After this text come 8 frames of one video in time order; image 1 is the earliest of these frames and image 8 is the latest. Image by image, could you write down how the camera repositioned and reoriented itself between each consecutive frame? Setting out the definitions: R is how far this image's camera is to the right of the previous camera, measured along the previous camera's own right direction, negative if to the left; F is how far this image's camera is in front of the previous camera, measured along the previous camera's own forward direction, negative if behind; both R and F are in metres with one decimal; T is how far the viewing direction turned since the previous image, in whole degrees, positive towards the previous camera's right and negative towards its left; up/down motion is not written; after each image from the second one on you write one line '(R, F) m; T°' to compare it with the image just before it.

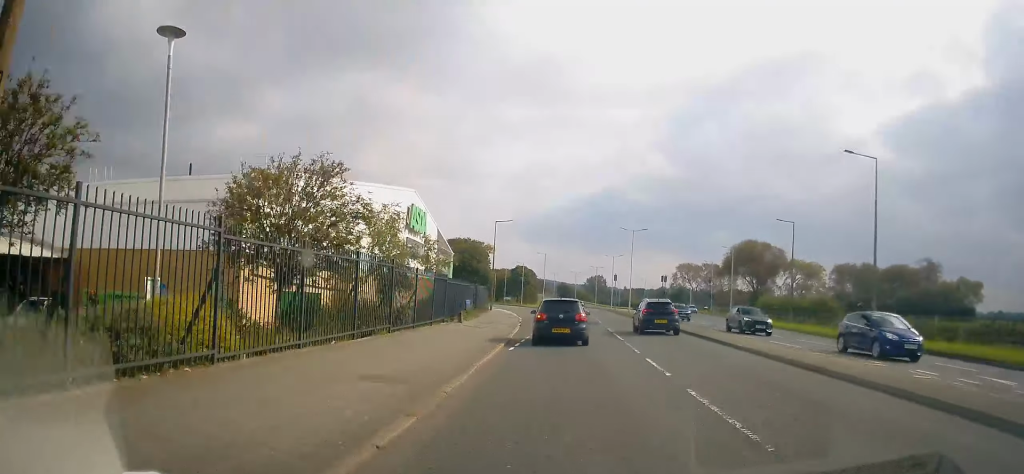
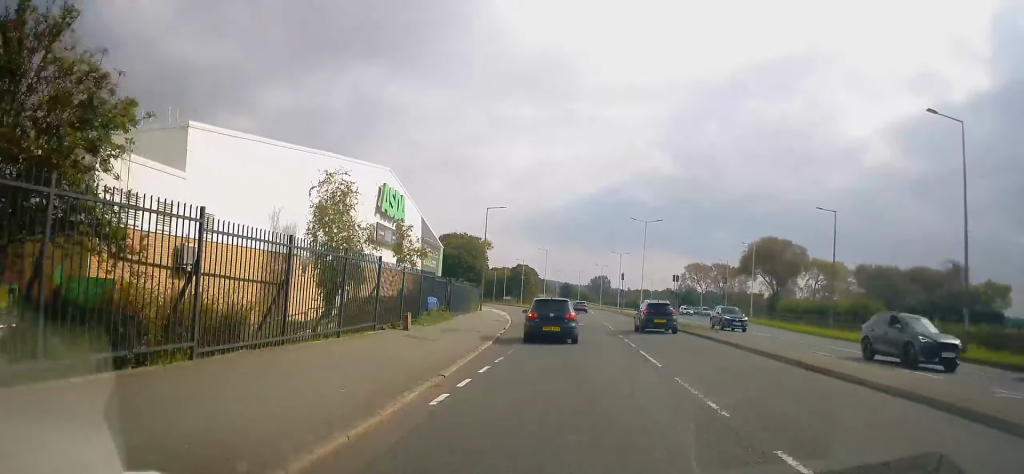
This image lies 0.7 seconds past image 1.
(0.0, +9.3) m; +1°
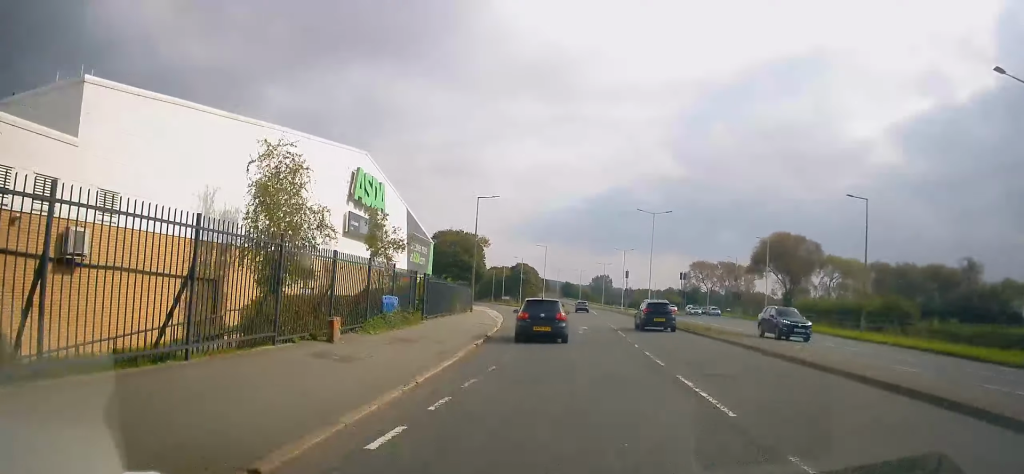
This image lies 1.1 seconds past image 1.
(-0.1, +5.8) m; +1°
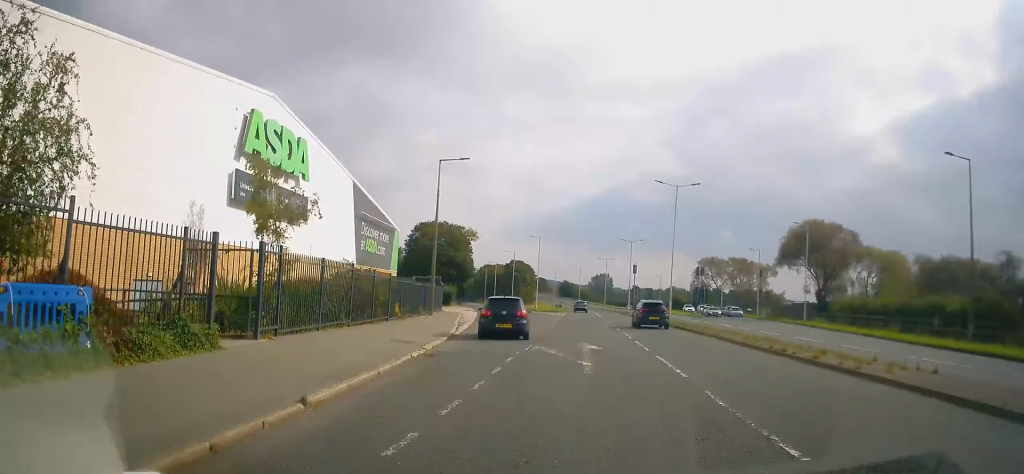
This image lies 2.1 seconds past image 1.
(+0.4, +13.8) m; 0°
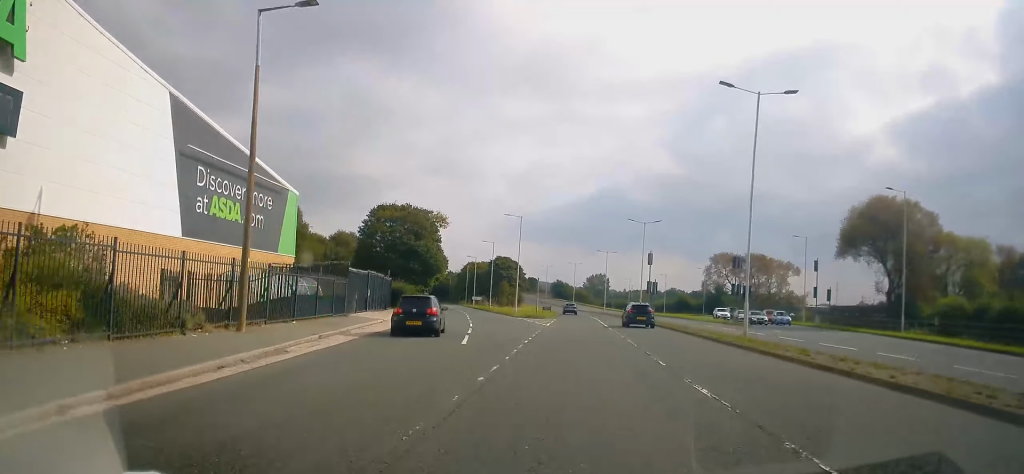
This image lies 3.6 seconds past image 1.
(-0.8, +21.1) m; -2°
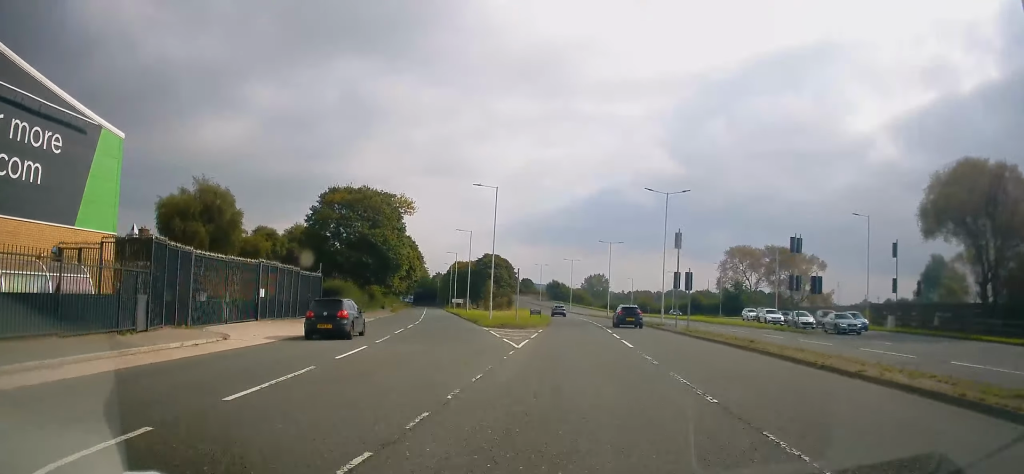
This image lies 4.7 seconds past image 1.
(+0.2, +17.0) m; +2°
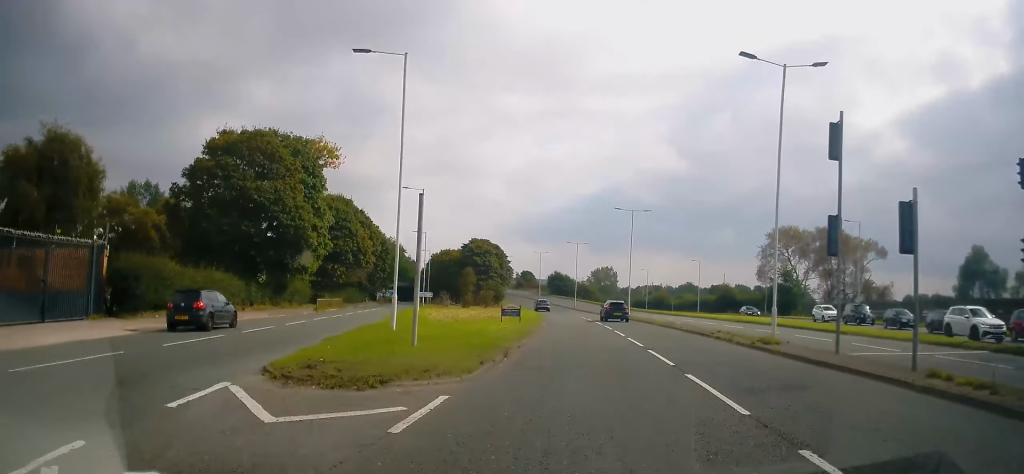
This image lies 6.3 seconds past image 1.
(+0.3, +25.0) m; -1°
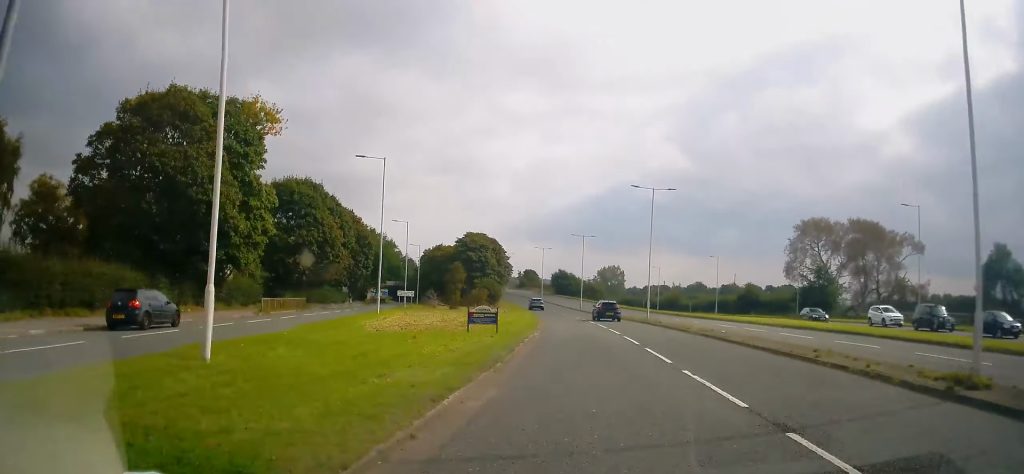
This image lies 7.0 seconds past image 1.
(-0.4, +11.1) m; 0°
